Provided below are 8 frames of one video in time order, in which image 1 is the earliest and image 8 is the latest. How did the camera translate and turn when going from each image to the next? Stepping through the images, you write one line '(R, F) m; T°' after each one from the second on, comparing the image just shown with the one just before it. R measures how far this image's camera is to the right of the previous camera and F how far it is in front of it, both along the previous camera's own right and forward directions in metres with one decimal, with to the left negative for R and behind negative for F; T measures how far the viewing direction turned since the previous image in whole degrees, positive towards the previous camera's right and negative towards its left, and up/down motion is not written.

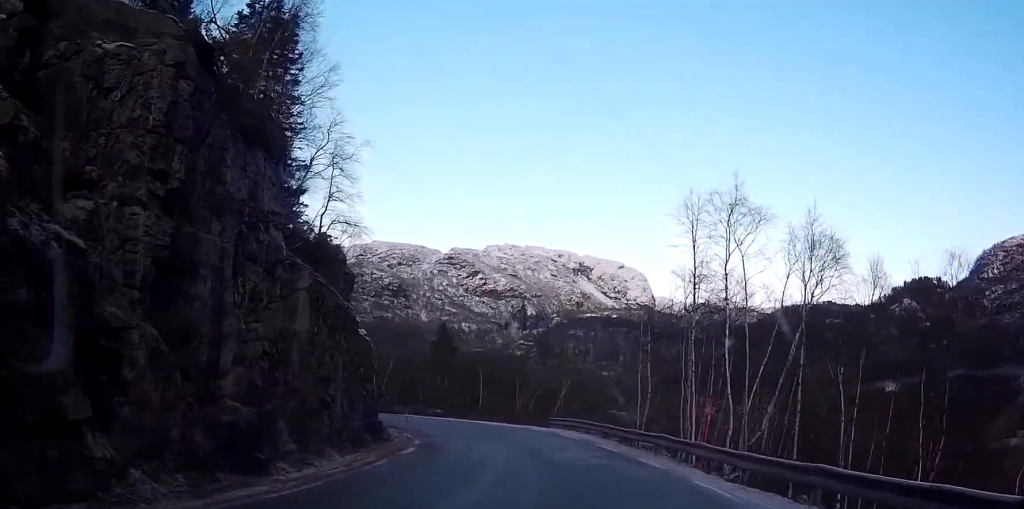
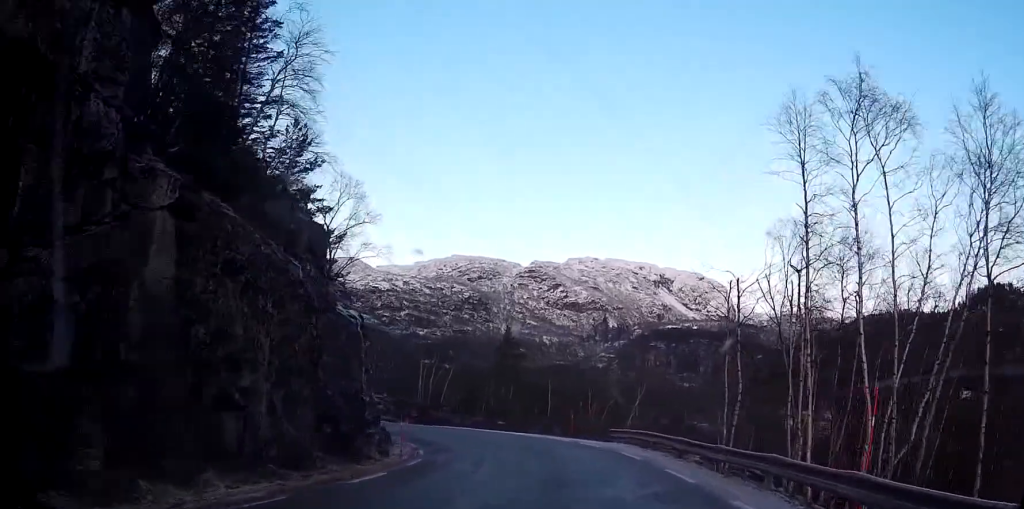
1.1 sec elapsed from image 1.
(0.0, +9.3) m; -5°
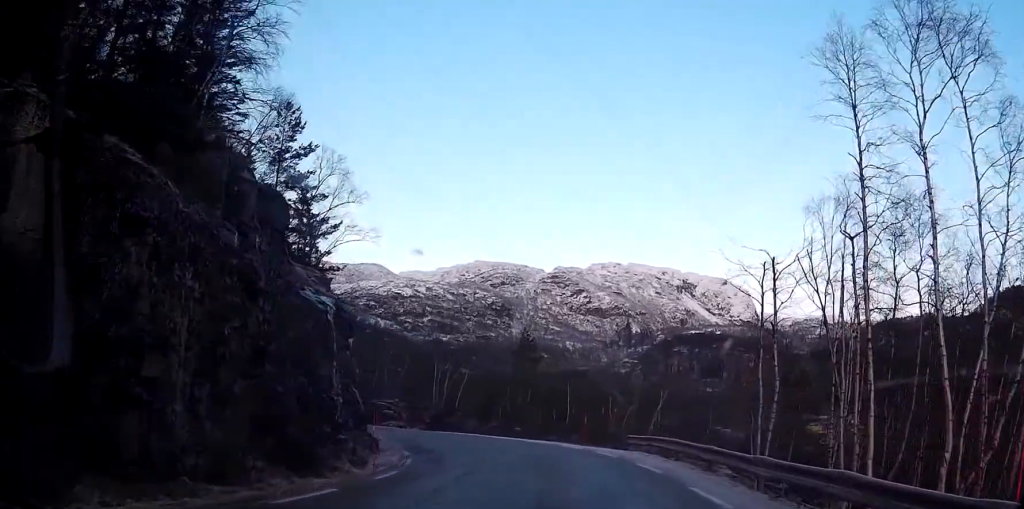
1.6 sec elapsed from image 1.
(-0.1, +3.9) m; -4°
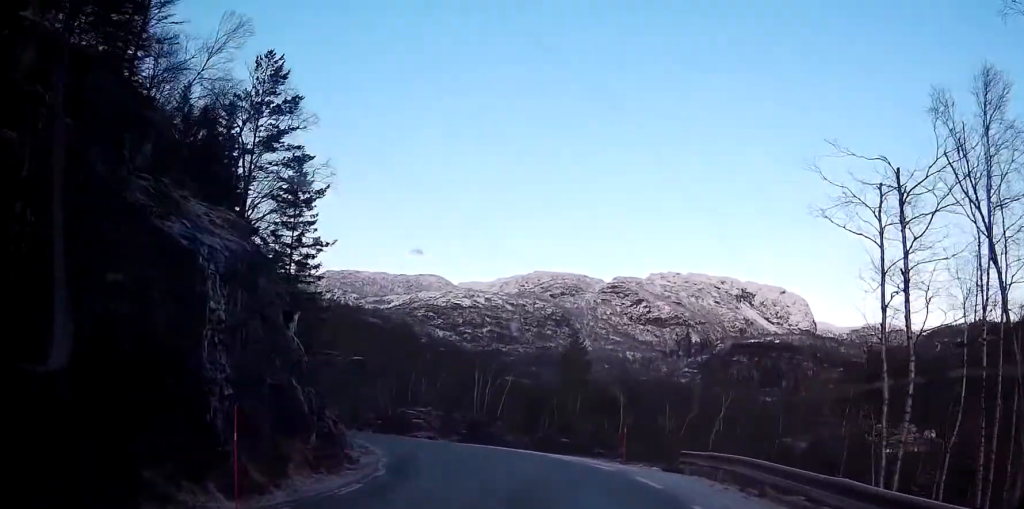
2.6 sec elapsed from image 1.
(-0.5, +8.6) m; -7°
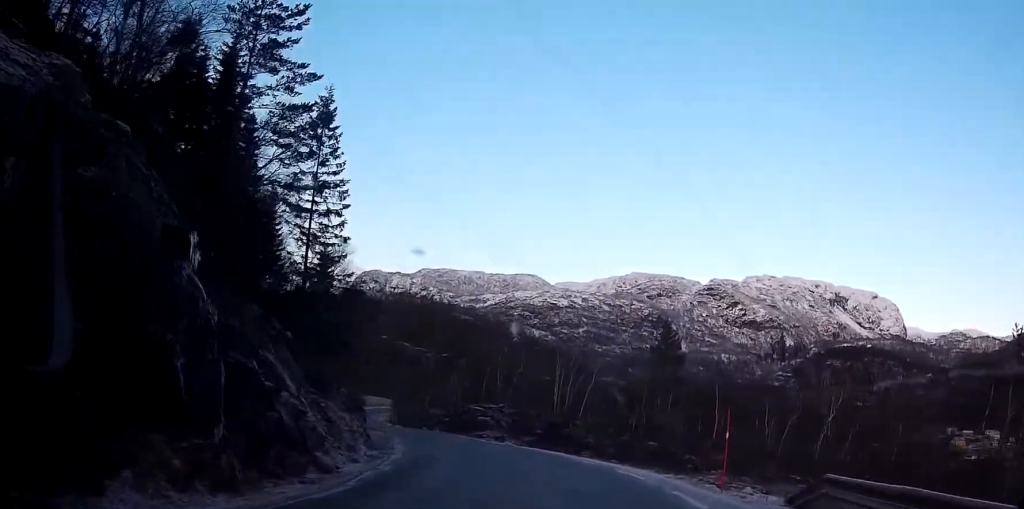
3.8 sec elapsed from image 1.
(-0.6, +9.0) m; -7°
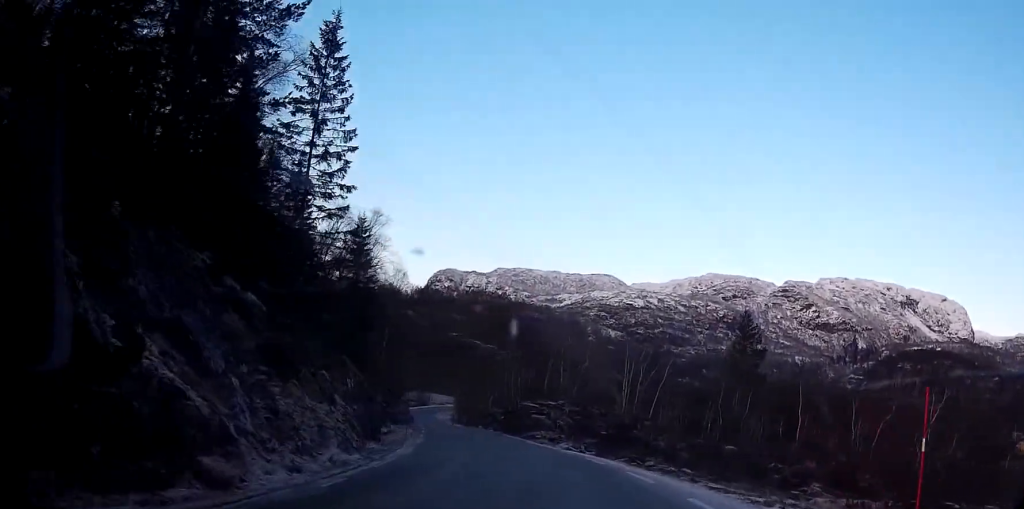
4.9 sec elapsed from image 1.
(-0.4, +7.9) m; -4°
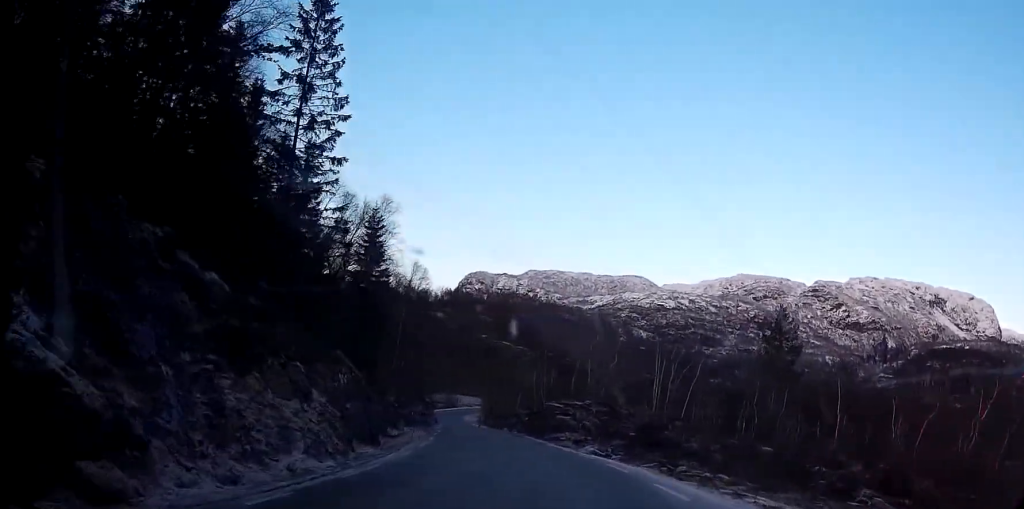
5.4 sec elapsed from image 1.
(0.0, +3.6) m; -1°
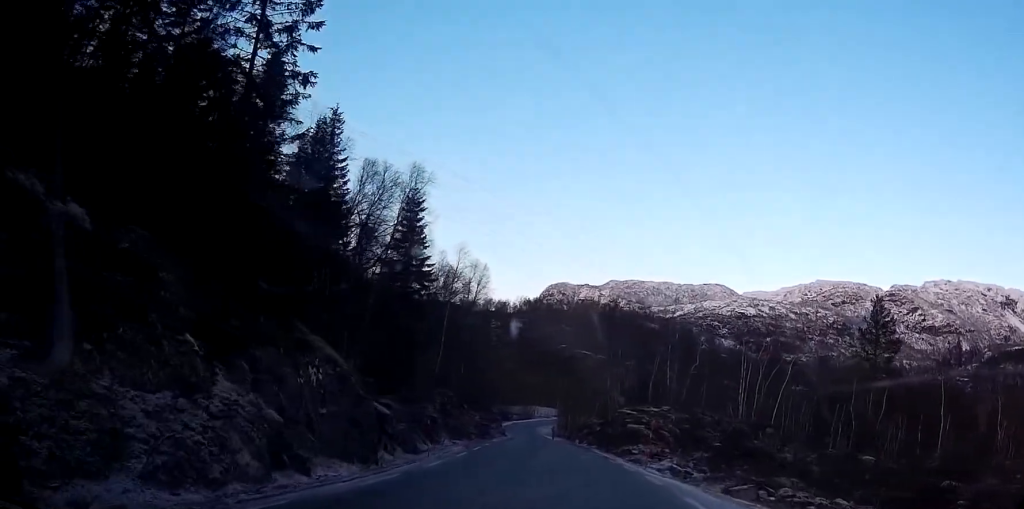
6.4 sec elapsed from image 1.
(-0.2, +7.6) m; -5°
